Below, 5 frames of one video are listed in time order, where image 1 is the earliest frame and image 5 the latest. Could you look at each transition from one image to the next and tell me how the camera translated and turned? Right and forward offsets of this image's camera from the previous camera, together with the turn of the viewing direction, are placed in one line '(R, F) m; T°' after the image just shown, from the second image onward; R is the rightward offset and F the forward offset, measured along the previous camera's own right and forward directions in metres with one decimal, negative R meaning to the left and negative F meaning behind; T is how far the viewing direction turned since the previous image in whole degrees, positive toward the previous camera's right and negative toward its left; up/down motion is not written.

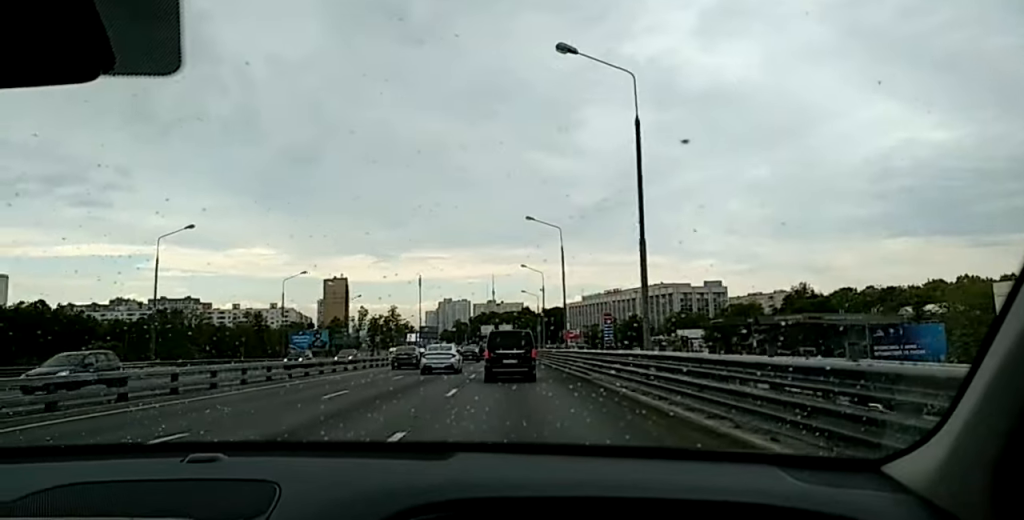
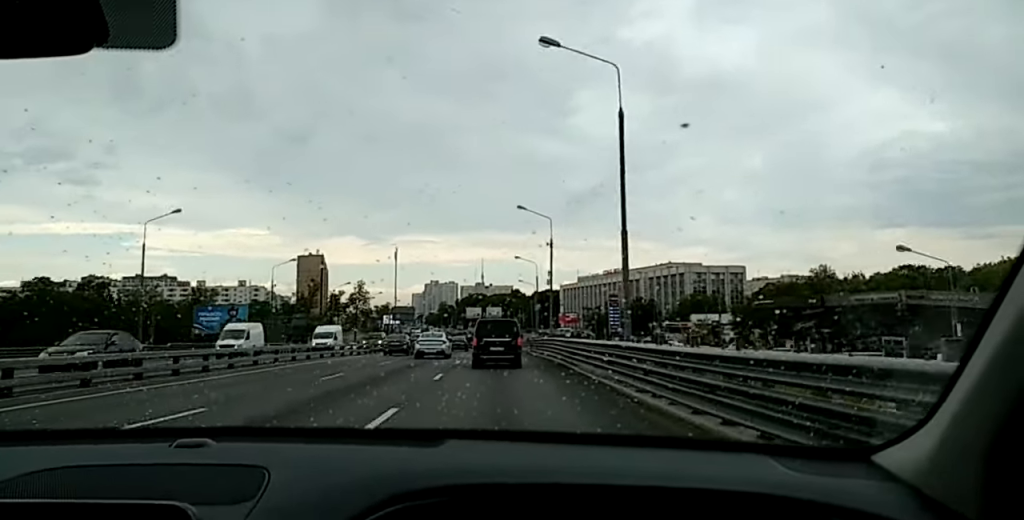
(-1.5, +34.3) m; -6°
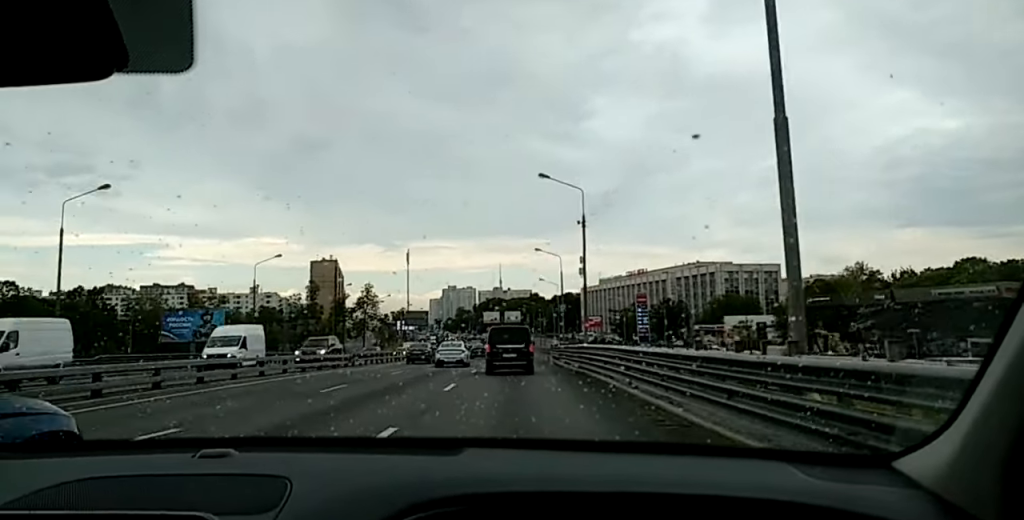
(-0.4, +13.5) m; 0°
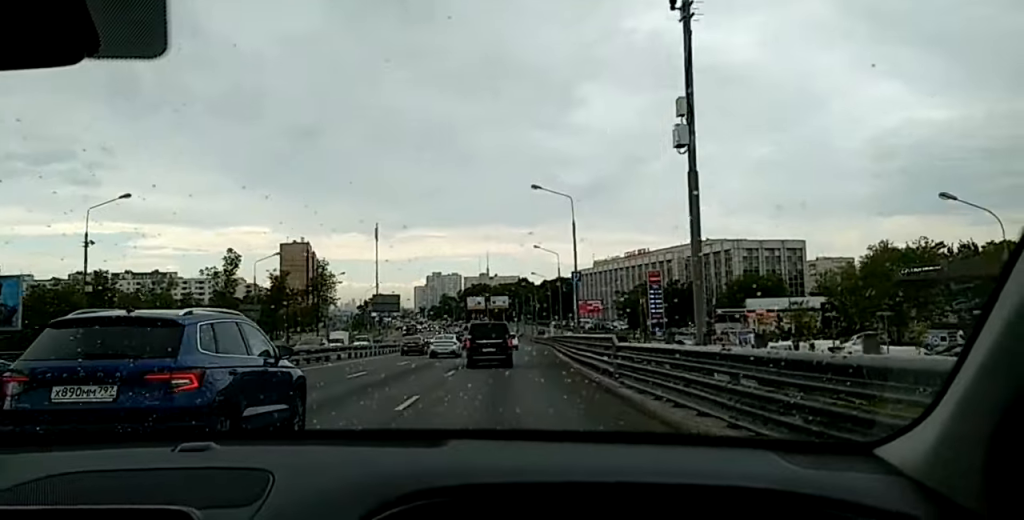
(+0.7, +30.8) m; +2°
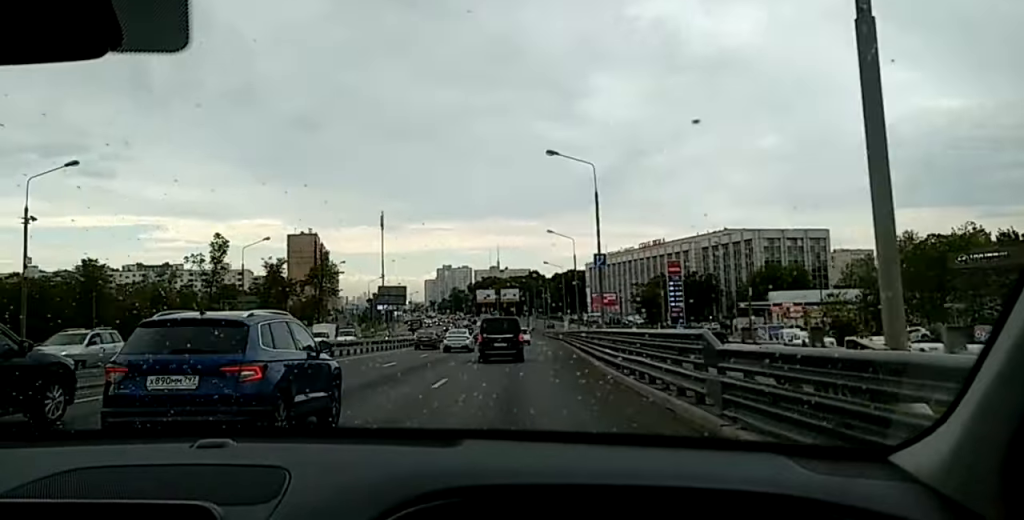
(0.0, +7.9) m; 0°
